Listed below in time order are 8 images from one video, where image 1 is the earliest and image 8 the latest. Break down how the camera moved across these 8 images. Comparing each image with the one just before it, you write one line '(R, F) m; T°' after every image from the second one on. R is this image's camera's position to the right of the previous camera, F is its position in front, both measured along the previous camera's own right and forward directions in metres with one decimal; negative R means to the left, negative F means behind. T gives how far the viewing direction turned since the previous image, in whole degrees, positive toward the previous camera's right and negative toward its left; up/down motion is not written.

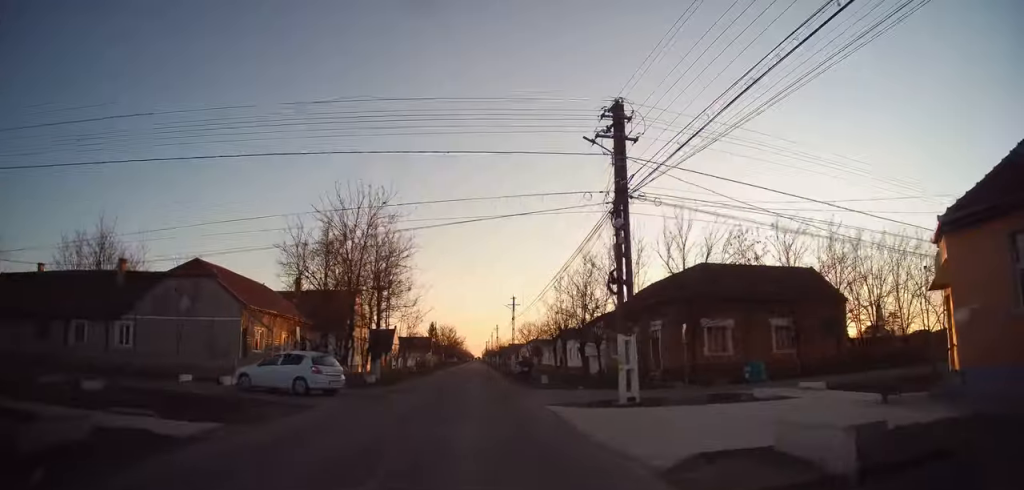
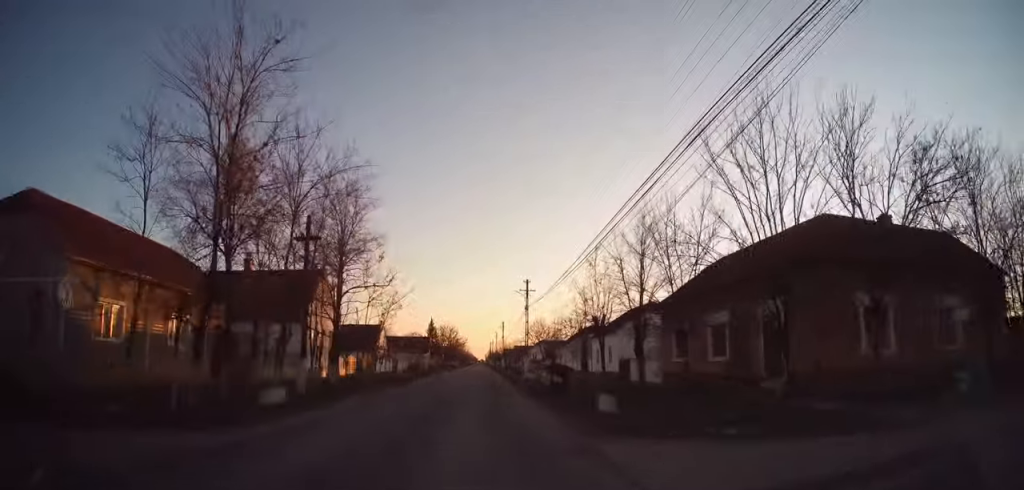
(+0.3, +15.3) m; 0°
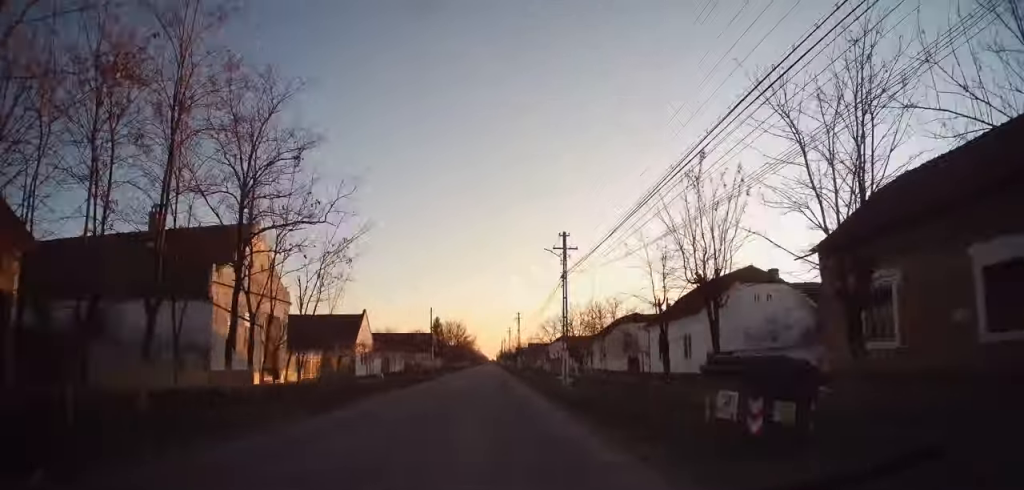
(-0.3, +15.1) m; -1°
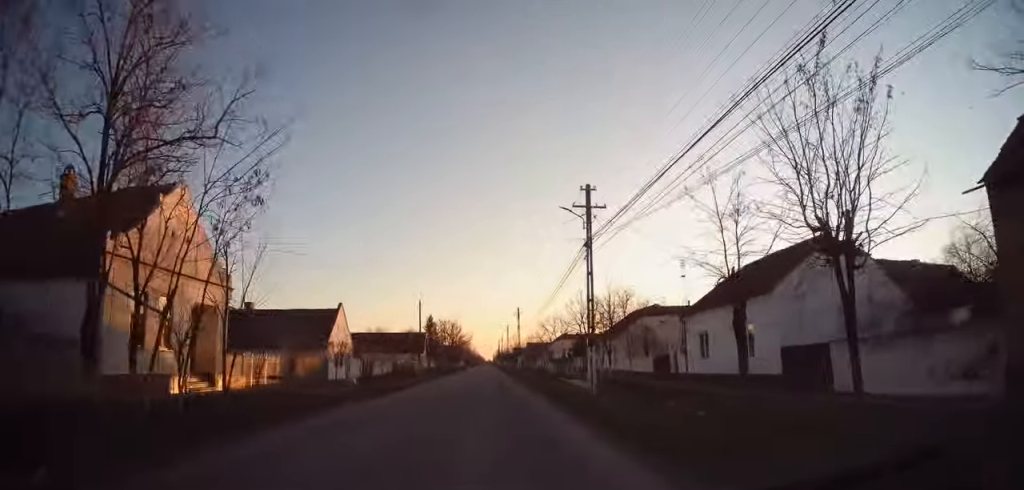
(0.0, +7.4) m; 0°
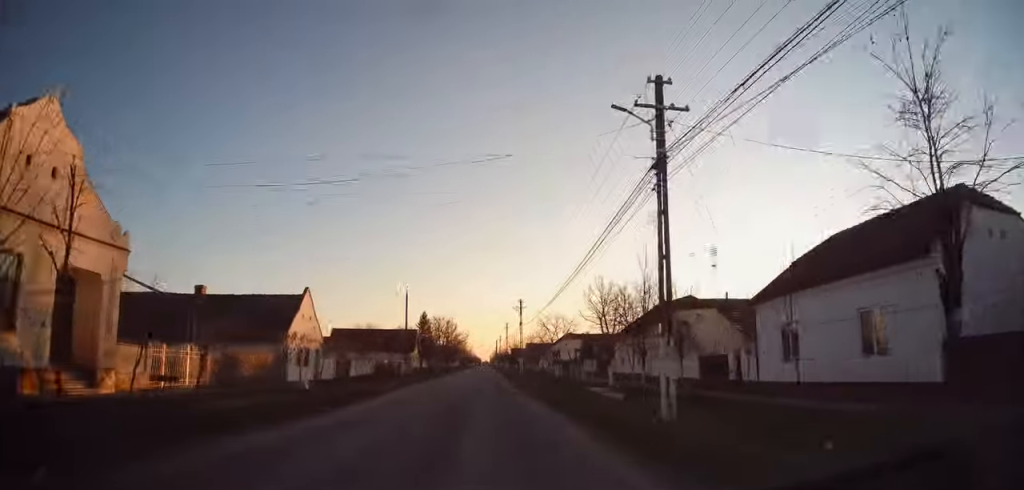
(0.0, +8.2) m; 0°
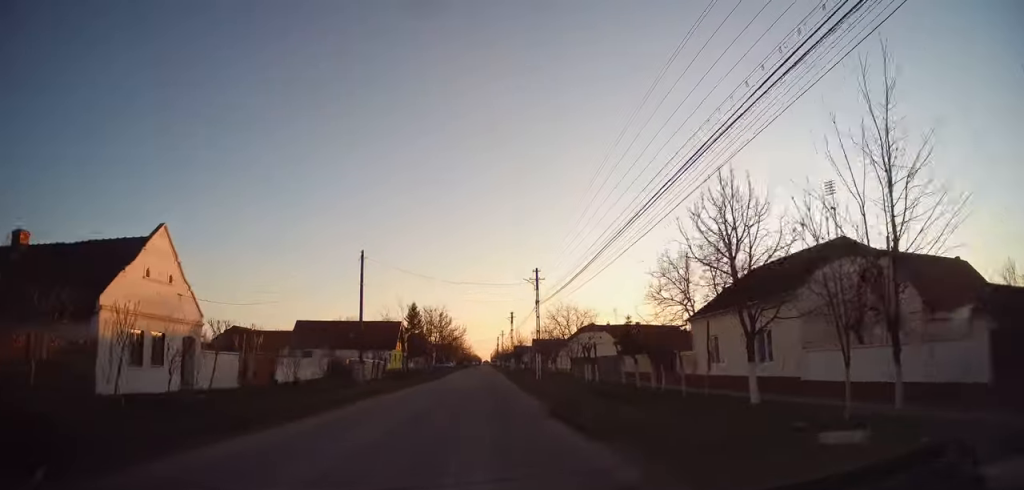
(0.0, +18.1) m; 0°
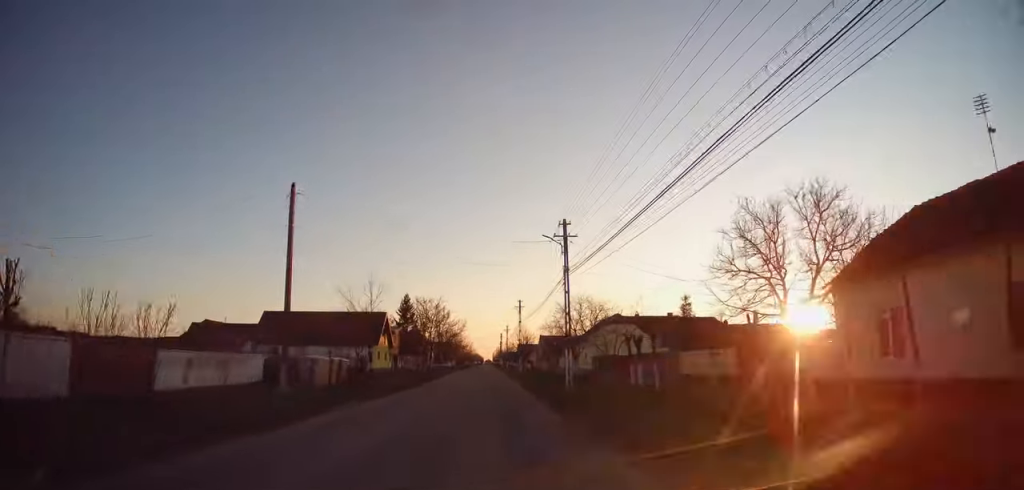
(0.0, +12.2) m; 0°
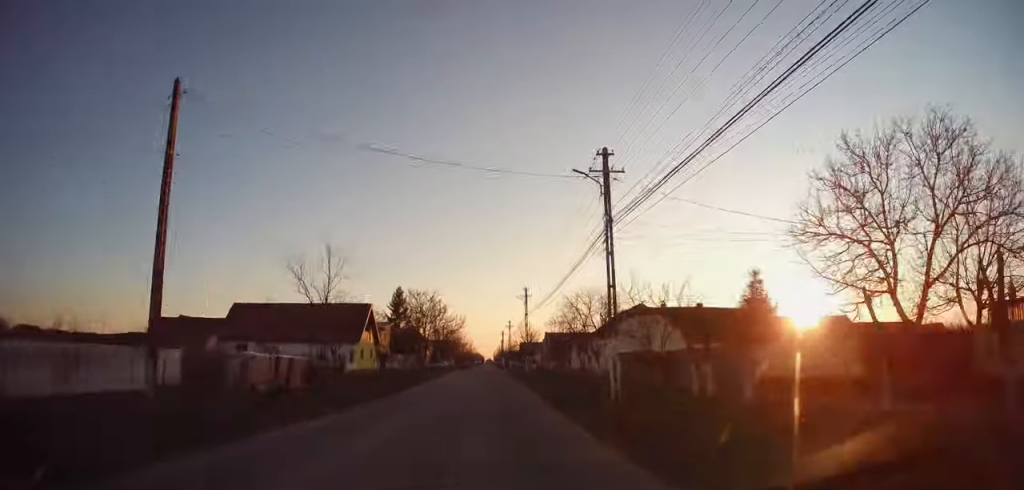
(0.0, +8.6) m; +1°
